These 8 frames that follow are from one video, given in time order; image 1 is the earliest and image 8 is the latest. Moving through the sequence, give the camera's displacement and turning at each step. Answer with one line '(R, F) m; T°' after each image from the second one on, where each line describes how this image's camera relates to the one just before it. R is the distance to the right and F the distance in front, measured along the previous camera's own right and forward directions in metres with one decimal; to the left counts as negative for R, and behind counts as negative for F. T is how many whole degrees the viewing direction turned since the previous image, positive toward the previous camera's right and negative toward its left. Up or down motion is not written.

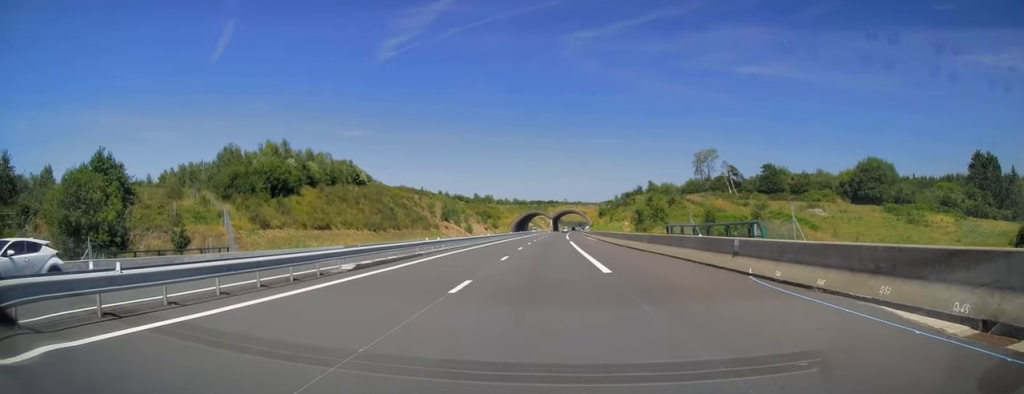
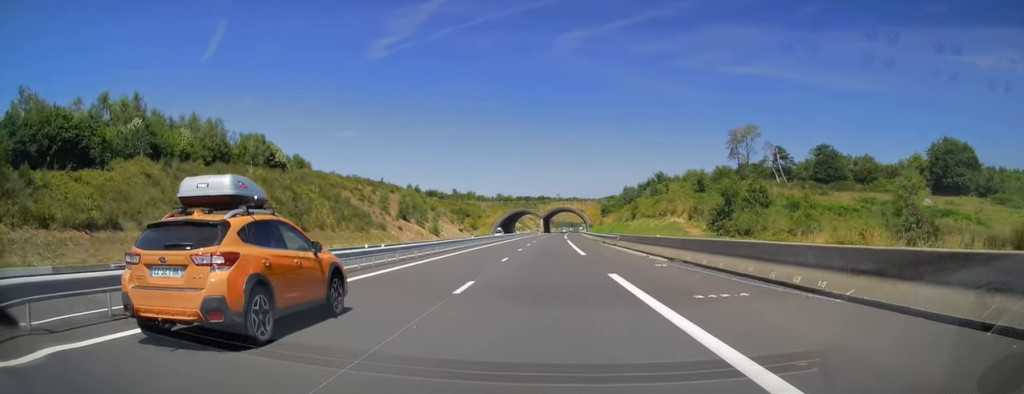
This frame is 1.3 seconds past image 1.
(+0.2, +39.3) m; 0°
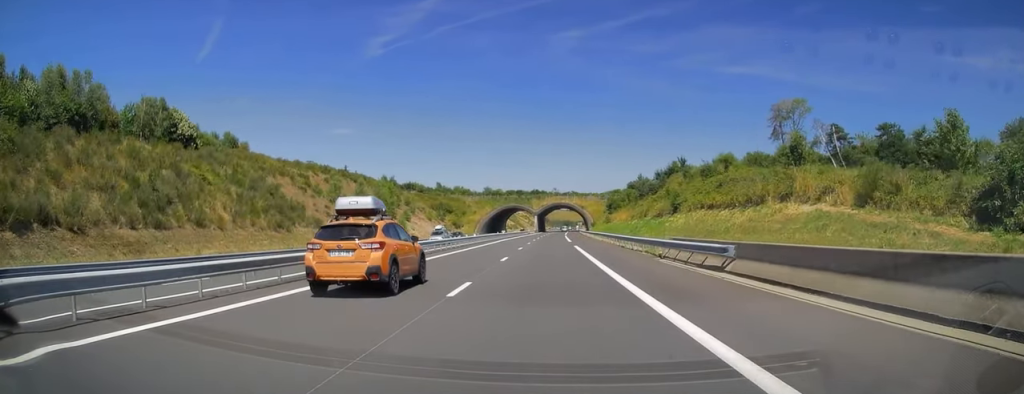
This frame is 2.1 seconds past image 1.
(+0.1, +27.0) m; +1°
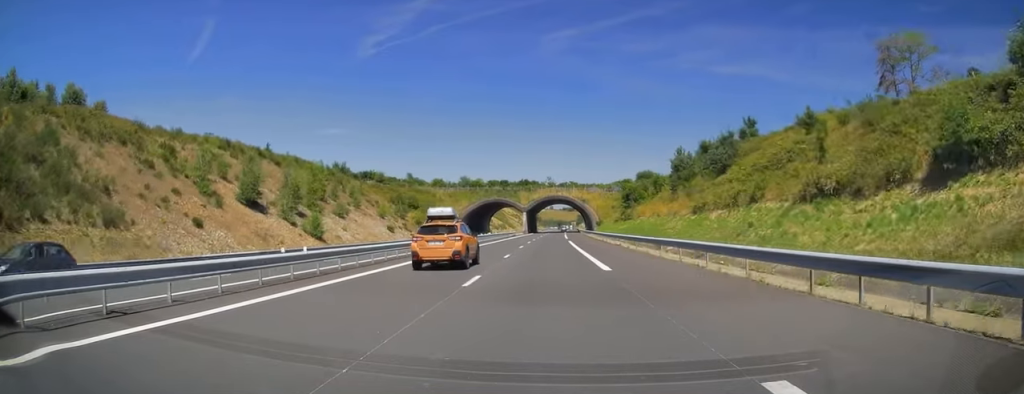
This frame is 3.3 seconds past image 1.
(+0.6, +37.4) m; +1°
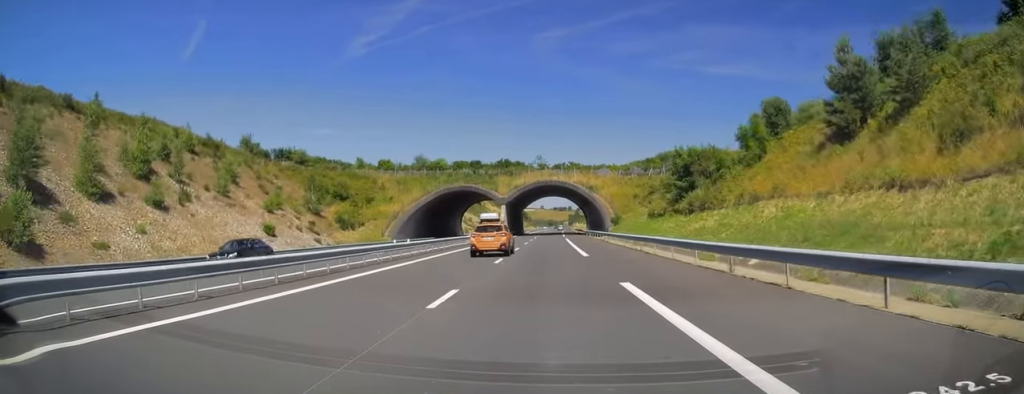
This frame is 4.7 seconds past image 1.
(-0.1, +43.0) m; +1°
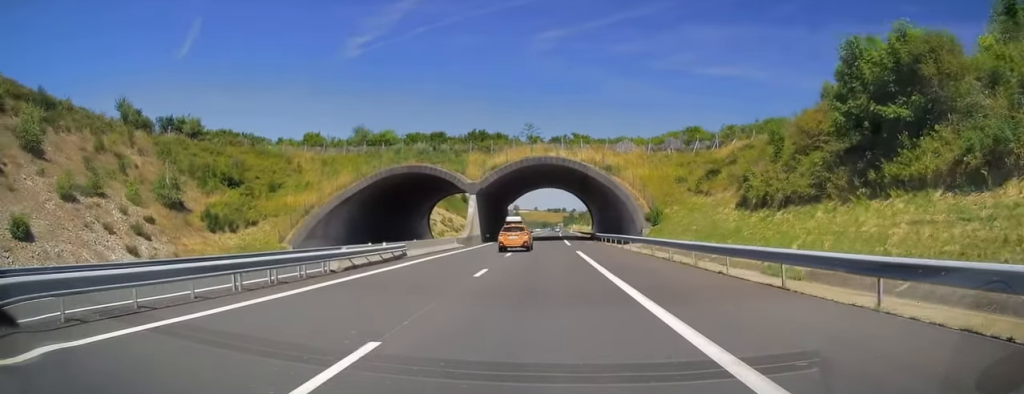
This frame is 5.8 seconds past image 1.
(+0.5, +32.2) m; +1°
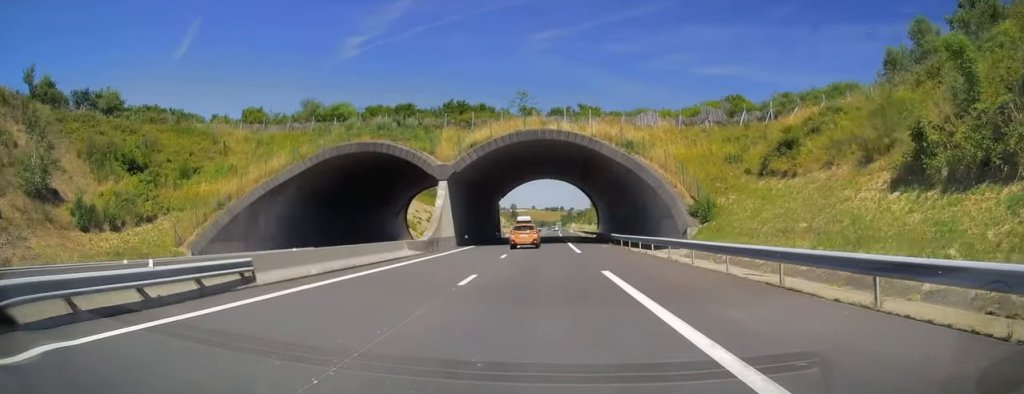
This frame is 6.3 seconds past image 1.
(0.0, +16.2) m; 0°
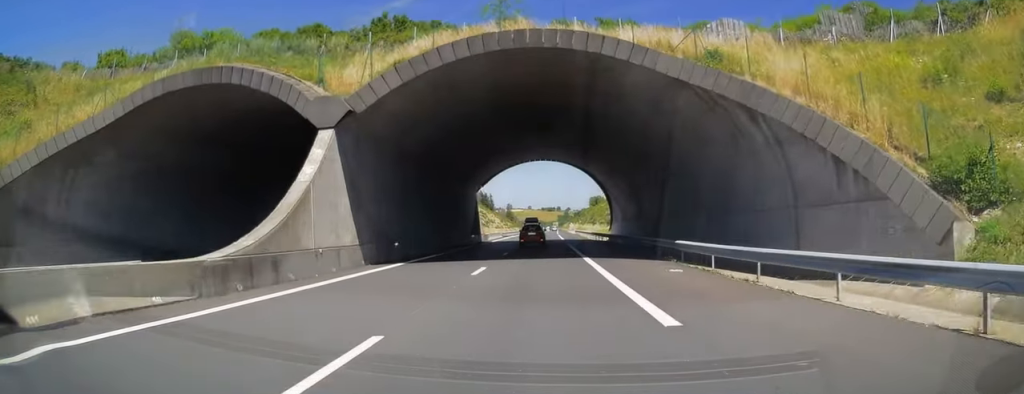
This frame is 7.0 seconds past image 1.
(0.0, +22.8) m; 0°
